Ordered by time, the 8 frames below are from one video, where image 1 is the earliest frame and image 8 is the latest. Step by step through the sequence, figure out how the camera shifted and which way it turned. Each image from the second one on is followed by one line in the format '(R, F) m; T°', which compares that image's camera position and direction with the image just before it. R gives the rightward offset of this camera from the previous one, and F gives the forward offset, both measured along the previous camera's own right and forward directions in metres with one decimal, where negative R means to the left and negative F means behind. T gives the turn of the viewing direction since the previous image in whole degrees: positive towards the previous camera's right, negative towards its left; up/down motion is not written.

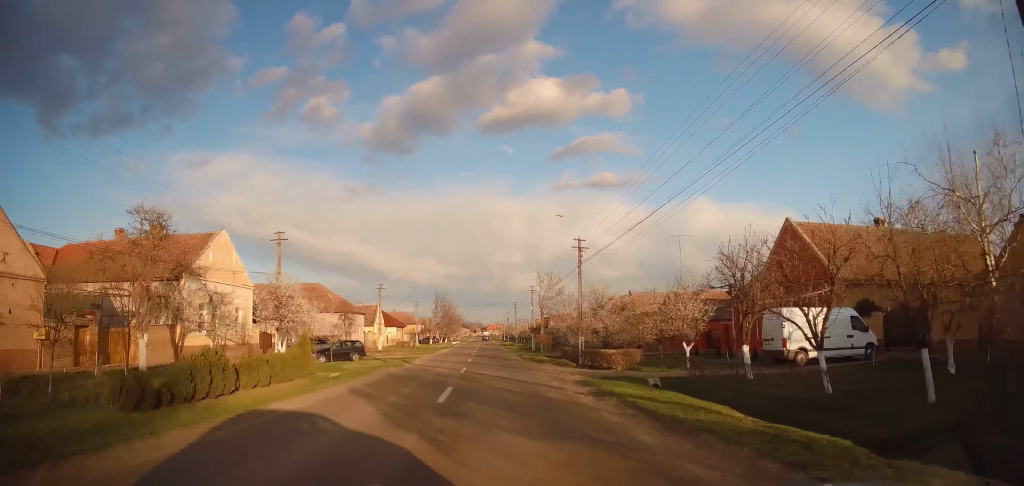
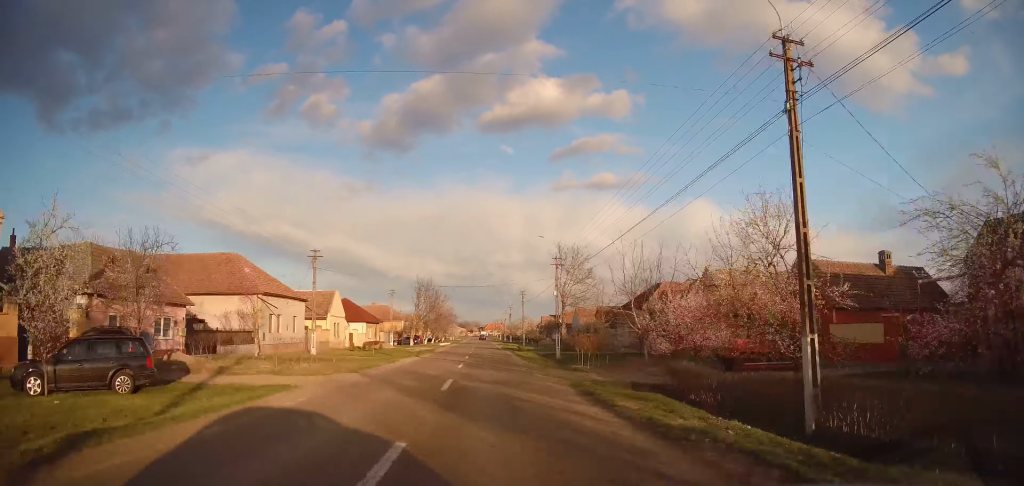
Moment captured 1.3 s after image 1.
(-0.3, +24.3) m; 0°
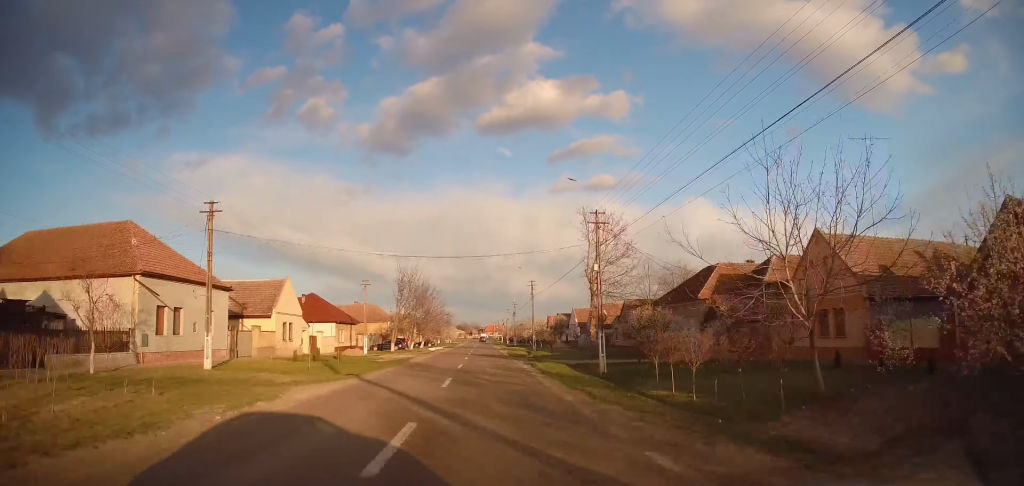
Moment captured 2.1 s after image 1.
(+0.3, +16.1) m; +1°
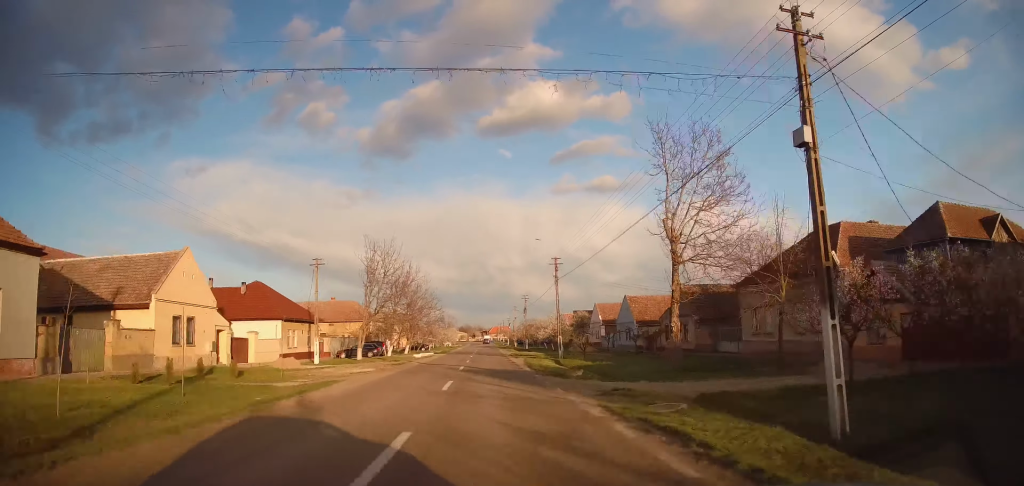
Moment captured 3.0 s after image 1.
(0.0, +18.4) m; 0°
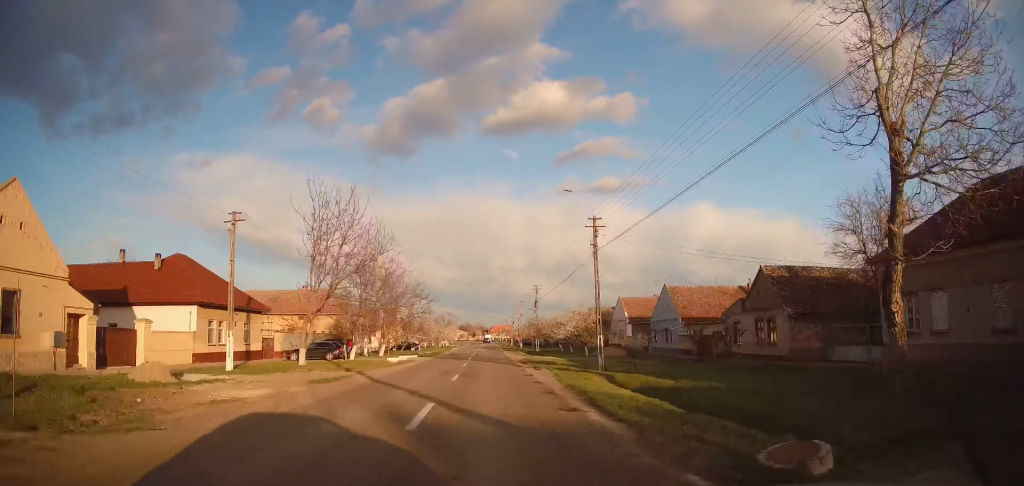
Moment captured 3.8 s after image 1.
(-0.1, +14.8) m; 0°
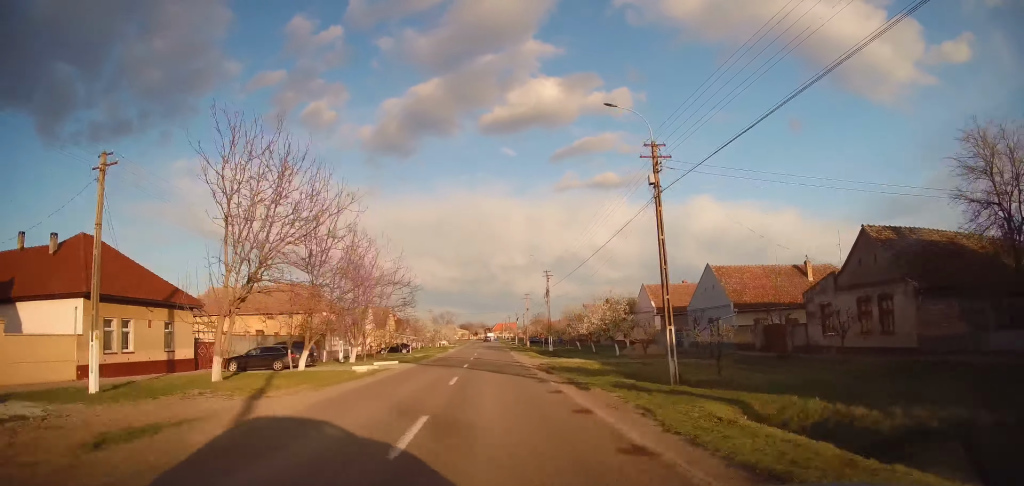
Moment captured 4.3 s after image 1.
(-0.1, +10.8) m; 0°
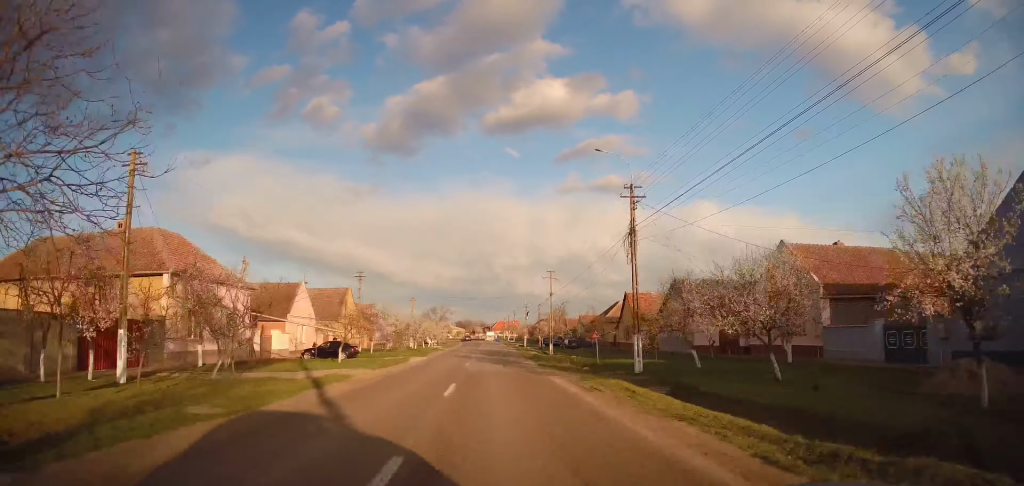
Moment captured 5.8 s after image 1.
(-0.2, +31.2) m; -1°
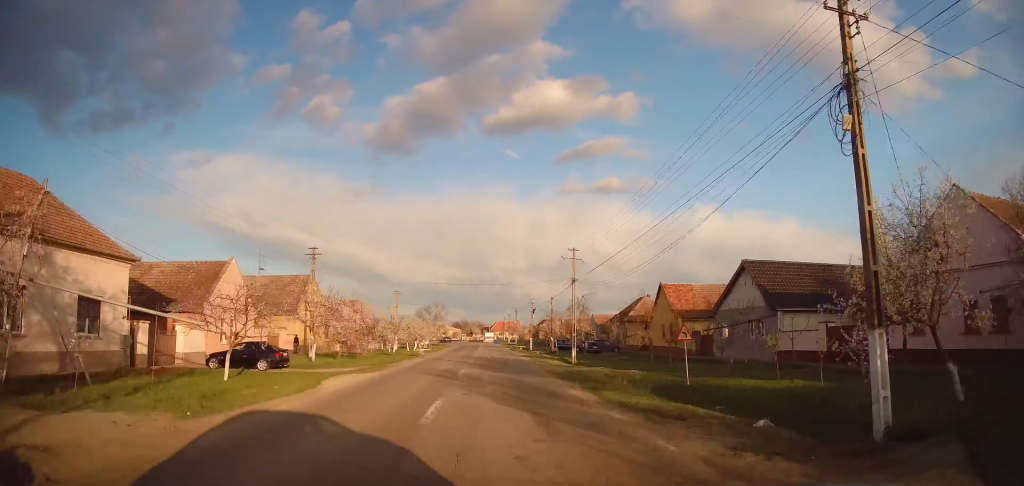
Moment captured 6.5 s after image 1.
(-0.2, +14.5) m; 0°
